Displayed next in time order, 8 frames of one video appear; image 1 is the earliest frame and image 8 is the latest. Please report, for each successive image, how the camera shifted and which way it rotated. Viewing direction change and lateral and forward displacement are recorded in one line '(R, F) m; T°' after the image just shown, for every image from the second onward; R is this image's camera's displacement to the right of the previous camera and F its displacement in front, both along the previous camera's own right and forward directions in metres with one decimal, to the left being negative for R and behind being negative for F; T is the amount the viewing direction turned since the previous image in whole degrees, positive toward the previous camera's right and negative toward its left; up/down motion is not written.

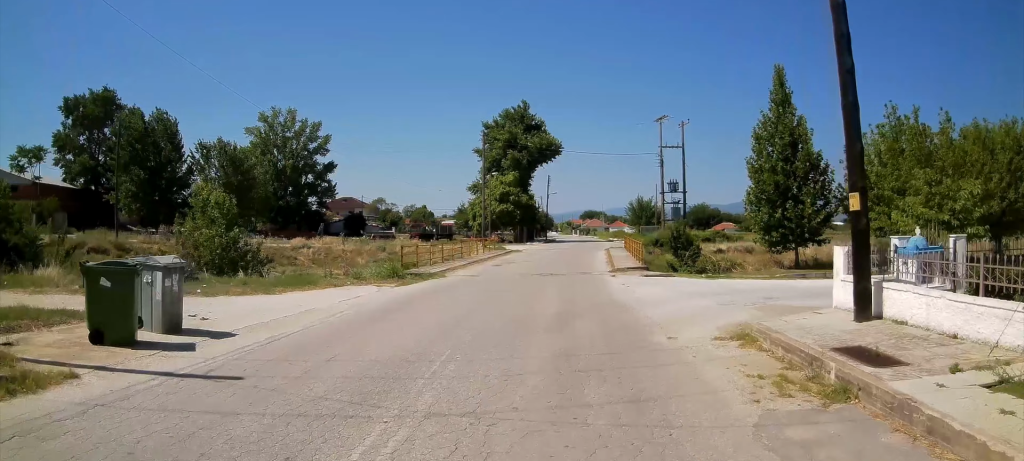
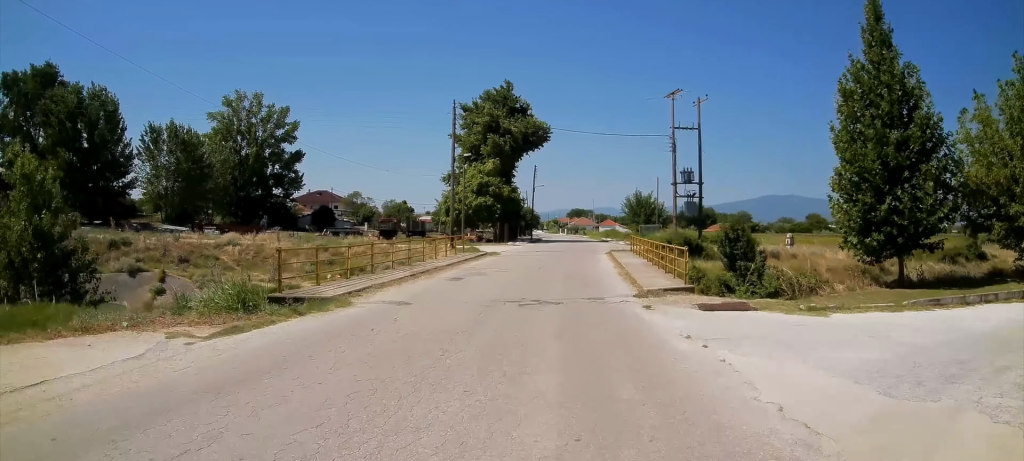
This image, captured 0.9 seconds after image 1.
(0.0, +10.0) m; 0°
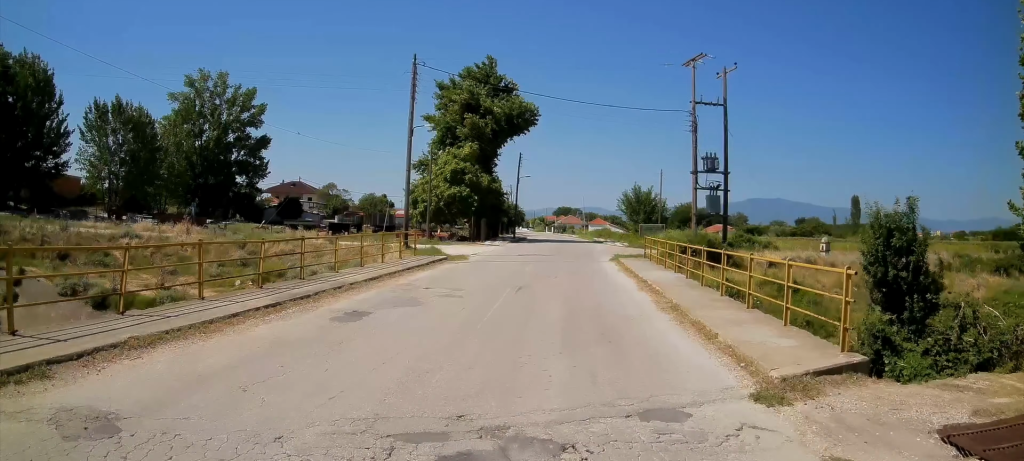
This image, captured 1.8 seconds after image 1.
(0.0, +9.2) m; +1°
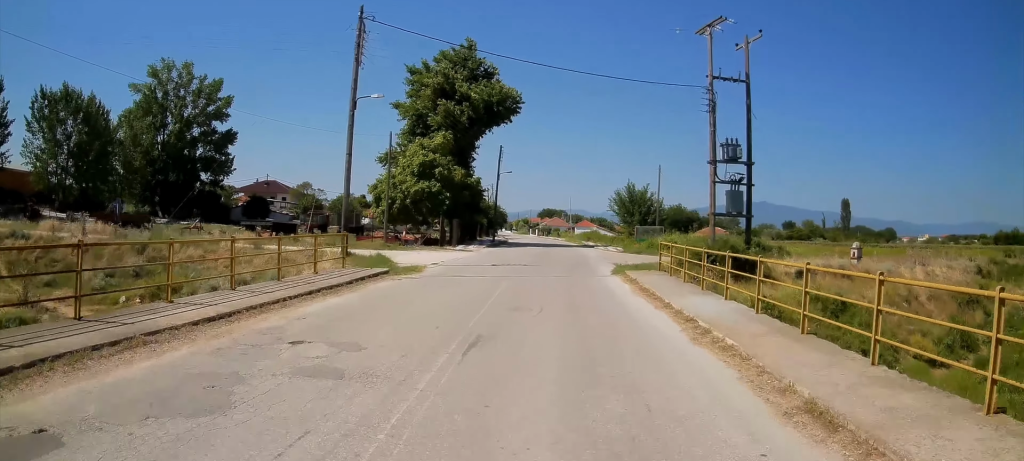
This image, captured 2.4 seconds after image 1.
(+0.1, +6.8) m; +1°
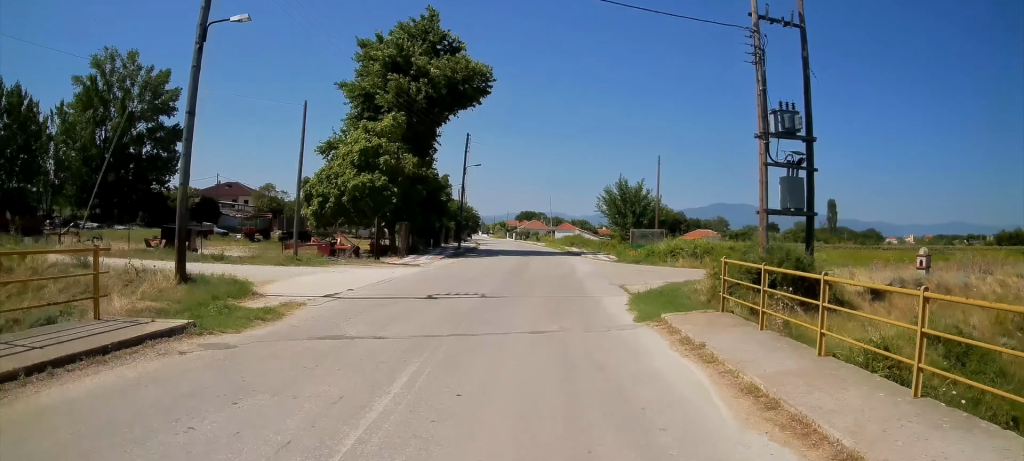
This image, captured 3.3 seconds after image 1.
(+0.2, +9.3) m; +2°
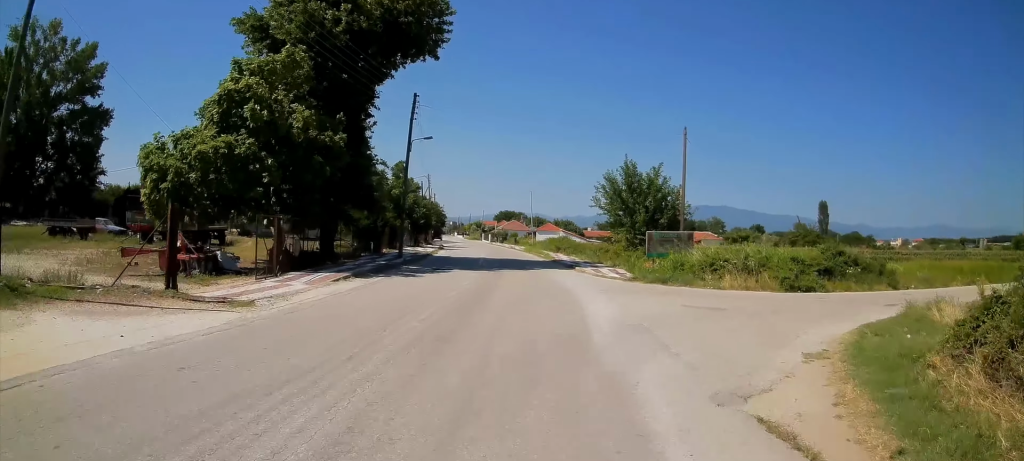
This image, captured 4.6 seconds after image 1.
(+0.4, +13.7) m; +3°
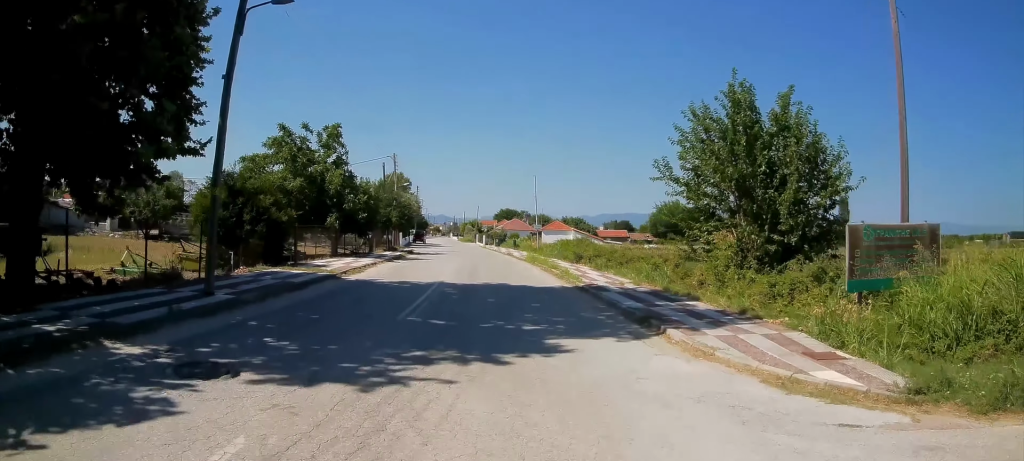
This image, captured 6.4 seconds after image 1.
(+0.5, +19.6) m; +3°
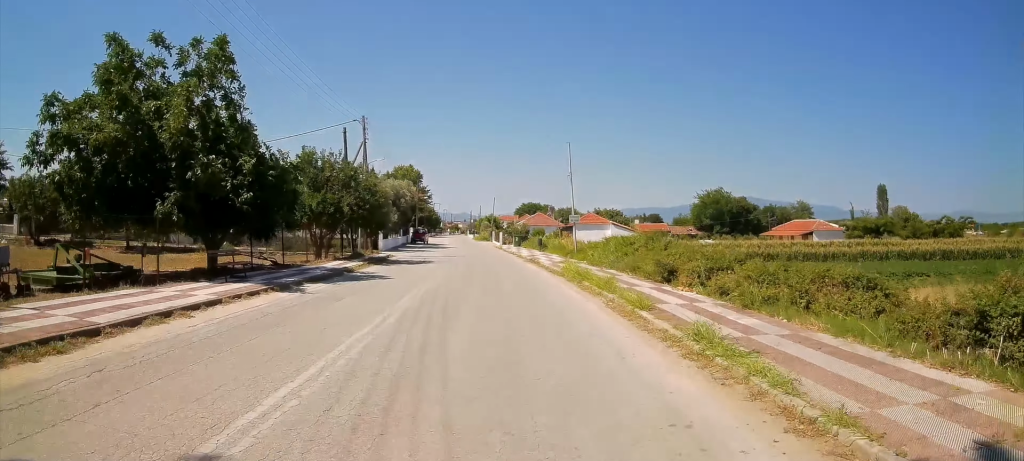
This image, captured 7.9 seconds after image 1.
(+0.3, +16.8) m; -1°
